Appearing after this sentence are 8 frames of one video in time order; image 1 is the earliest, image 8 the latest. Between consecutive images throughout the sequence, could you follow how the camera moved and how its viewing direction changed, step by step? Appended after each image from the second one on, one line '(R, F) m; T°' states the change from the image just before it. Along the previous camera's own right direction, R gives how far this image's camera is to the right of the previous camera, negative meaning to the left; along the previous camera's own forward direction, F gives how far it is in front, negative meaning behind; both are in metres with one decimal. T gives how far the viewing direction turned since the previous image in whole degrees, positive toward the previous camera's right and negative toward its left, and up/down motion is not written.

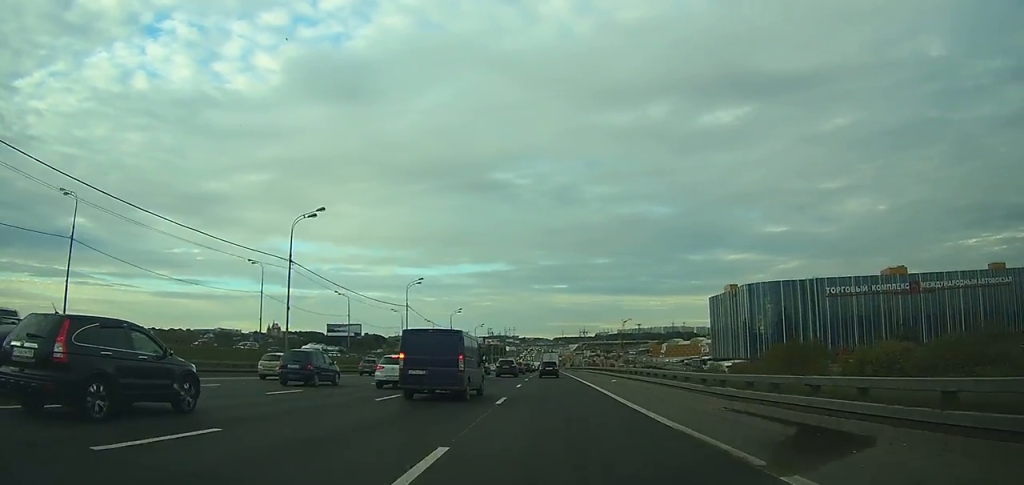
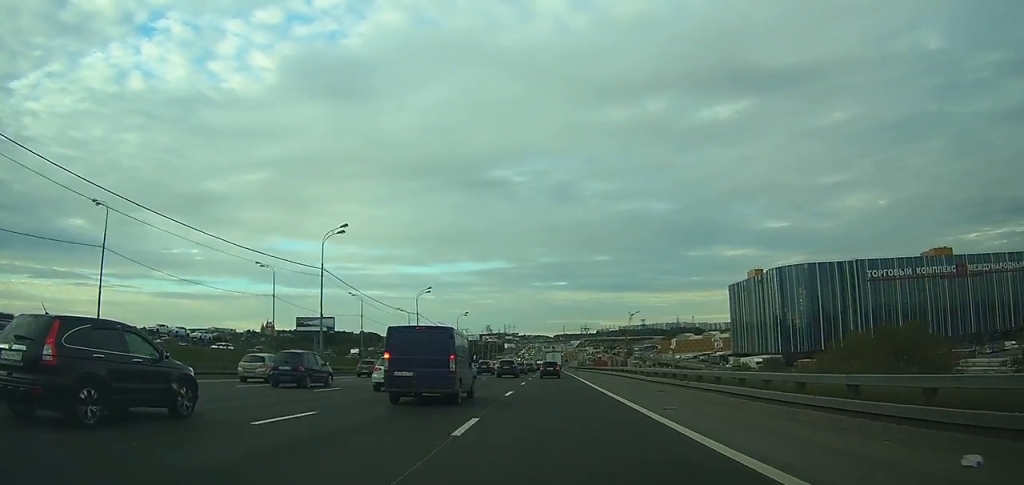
(-0.1, +32.3) m; 0°
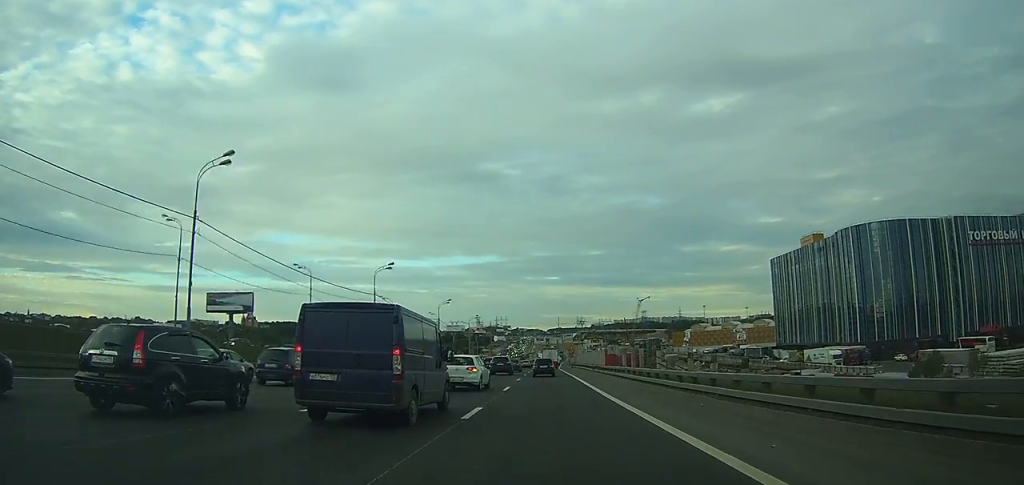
(+0.4, +55.4) m; +1°
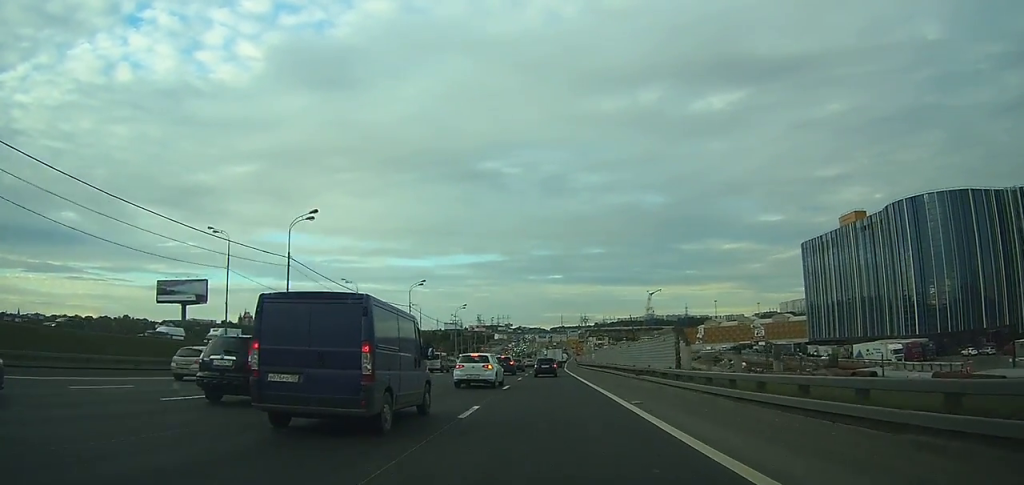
(+0.1, +23.3) m; 0°
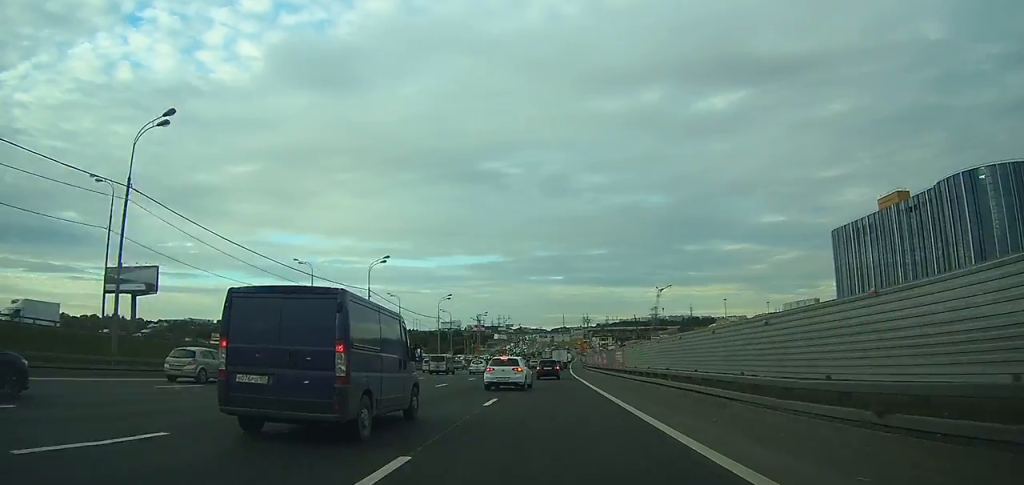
(0.0, +19.9) m; 0°
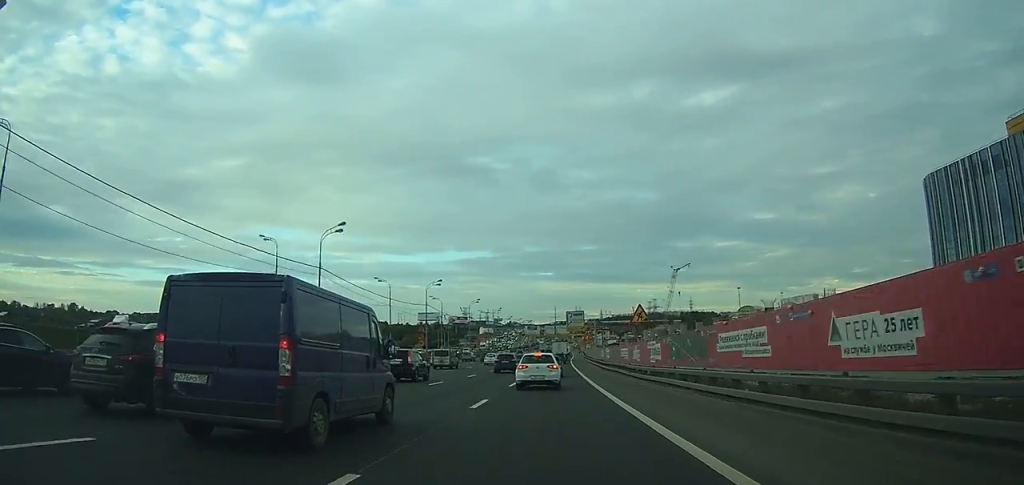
(+0.5, +51.0) m; +1°
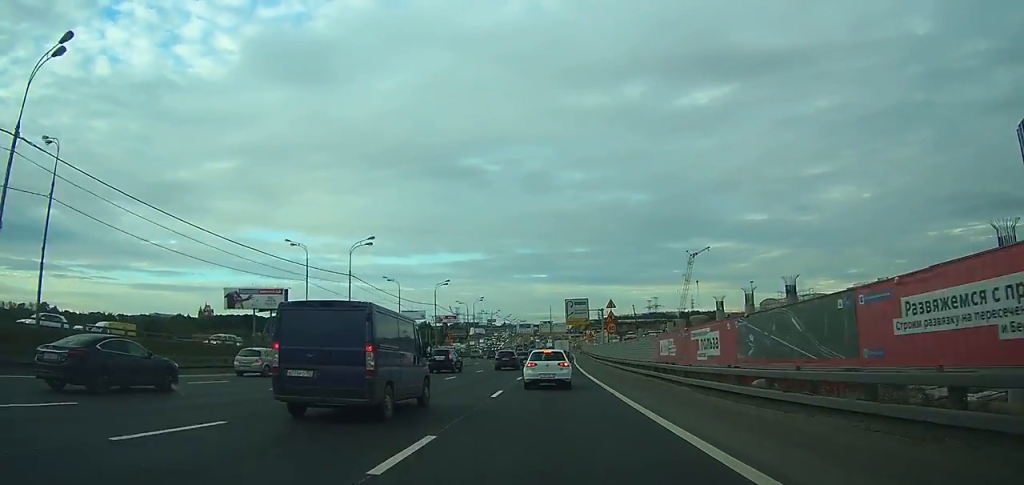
(-0.1, +33.3) m; 0°
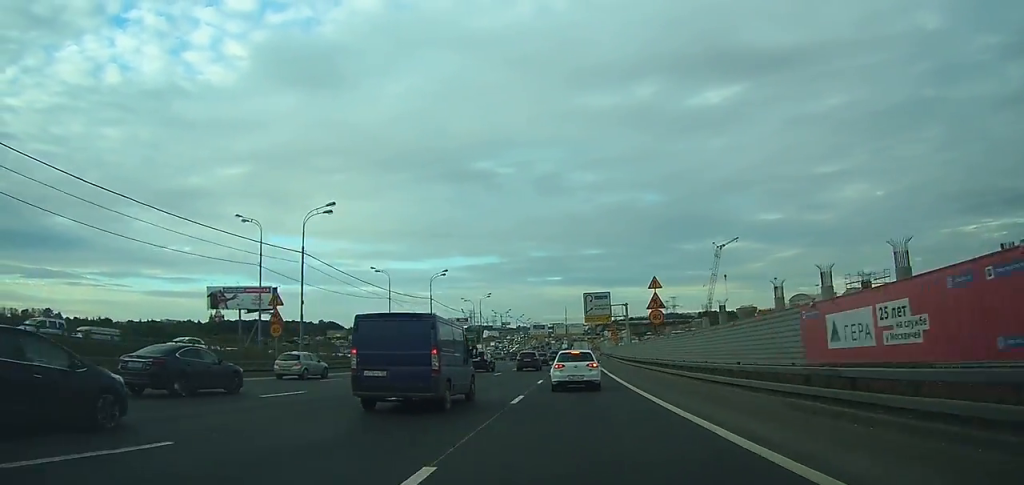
(-0.1, +14.4) m; 0°
